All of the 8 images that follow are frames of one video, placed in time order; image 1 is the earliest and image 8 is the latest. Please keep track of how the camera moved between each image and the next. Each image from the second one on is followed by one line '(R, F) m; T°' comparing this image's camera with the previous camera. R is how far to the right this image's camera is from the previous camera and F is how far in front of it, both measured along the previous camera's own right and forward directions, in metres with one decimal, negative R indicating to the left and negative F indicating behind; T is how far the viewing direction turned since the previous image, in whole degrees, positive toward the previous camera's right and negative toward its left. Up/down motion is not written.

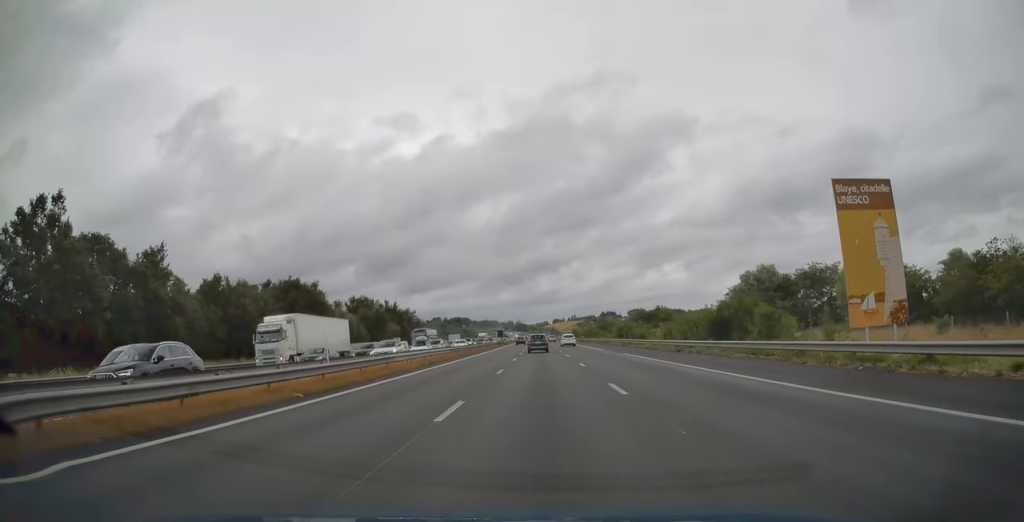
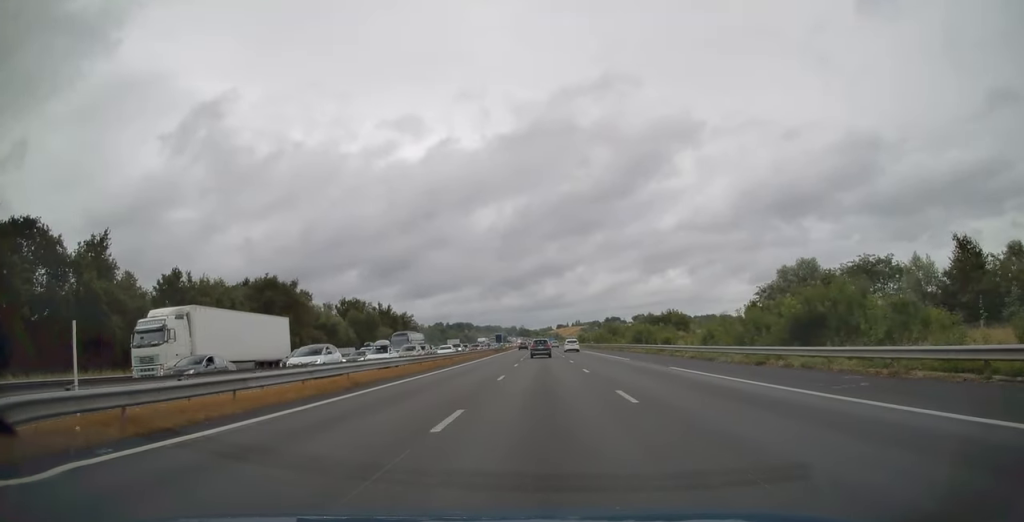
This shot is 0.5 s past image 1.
(+0.1, +13.9) m; 0°
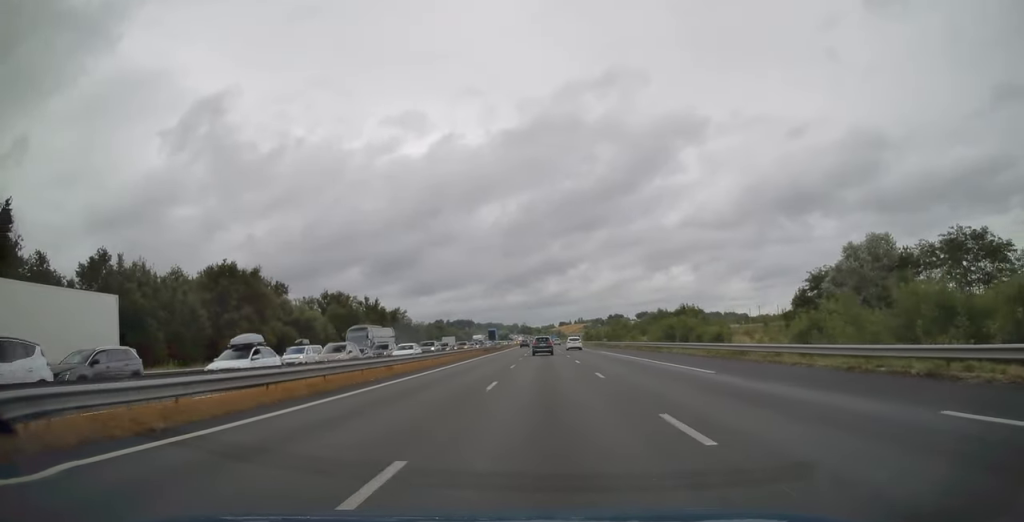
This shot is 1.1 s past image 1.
(-0.1, +18.4) m; 0°
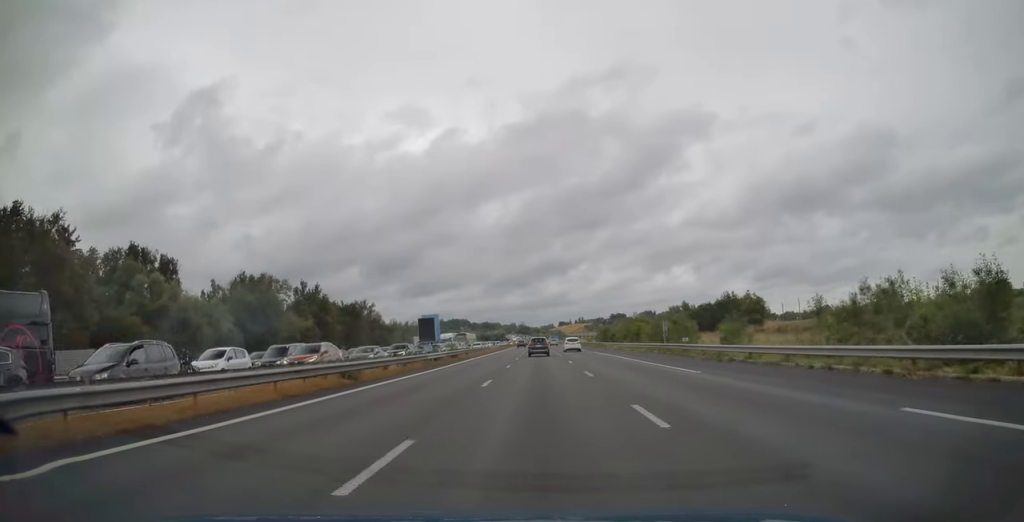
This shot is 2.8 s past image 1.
(-0.4, +50.9) m; -1°
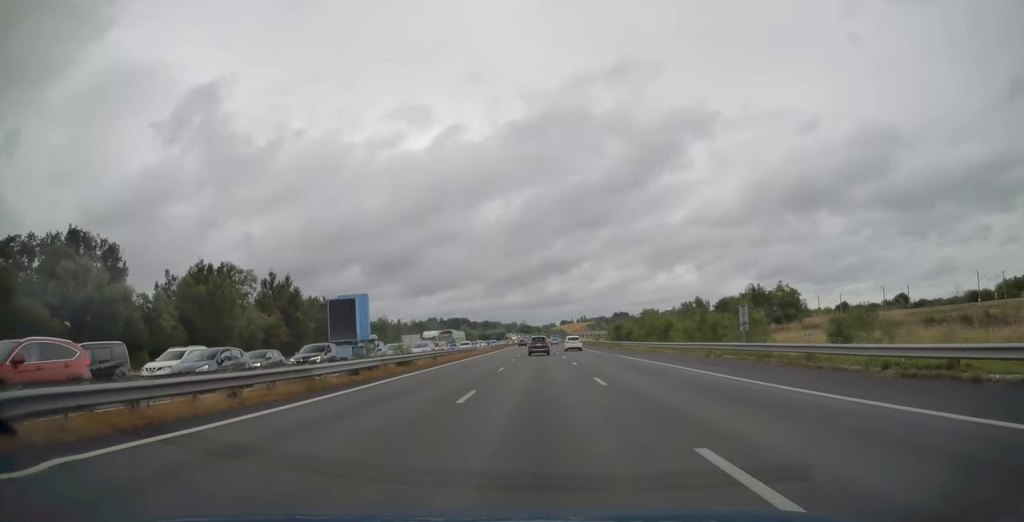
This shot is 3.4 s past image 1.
(0.0, +18.0) m; 0°
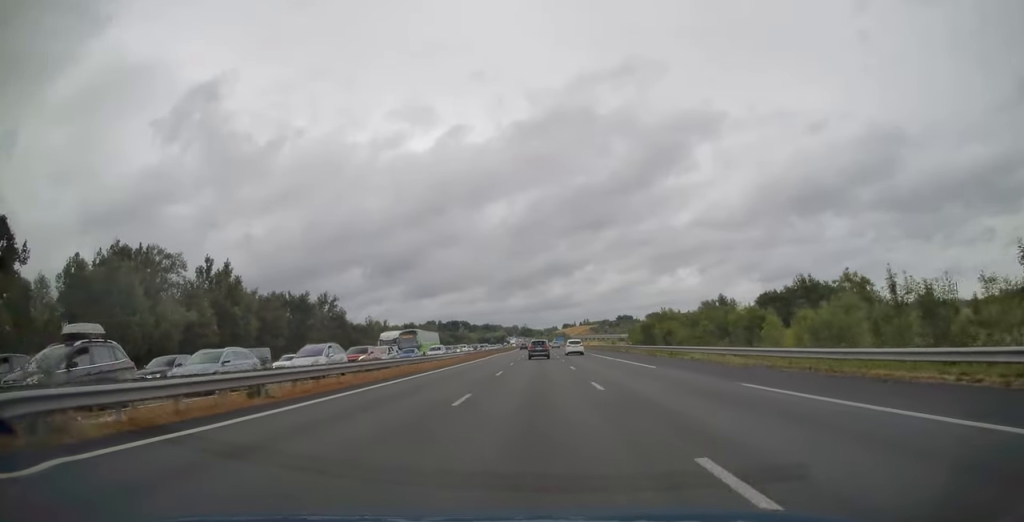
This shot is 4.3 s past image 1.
(-0.1, +26.5) m; 0°
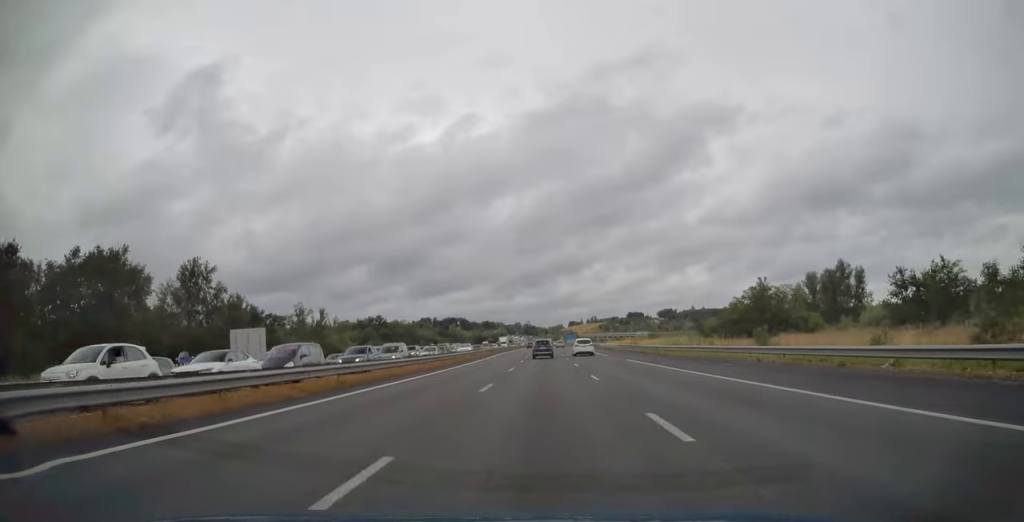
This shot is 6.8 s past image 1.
(-0.3, +75.1) m; 0°
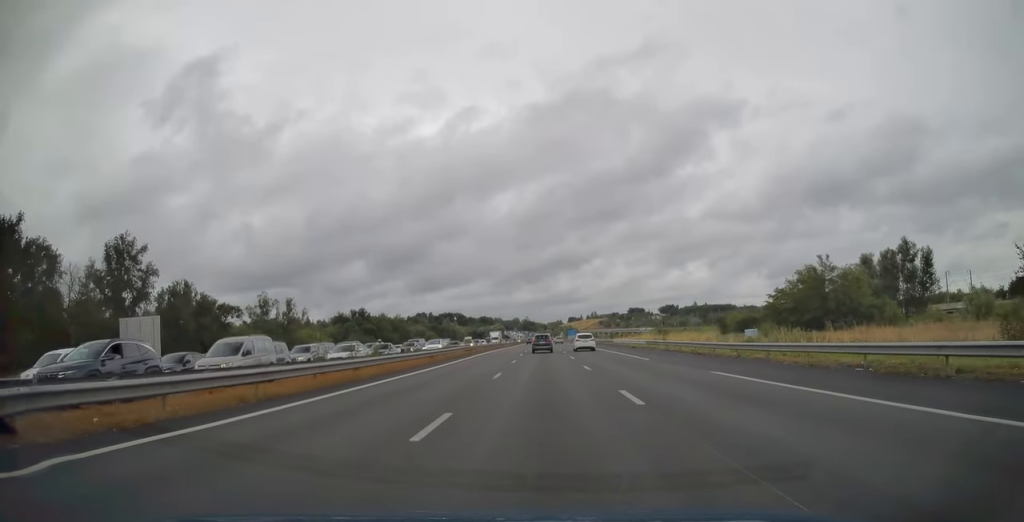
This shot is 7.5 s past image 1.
(0.0, +22.4) m; 0°
